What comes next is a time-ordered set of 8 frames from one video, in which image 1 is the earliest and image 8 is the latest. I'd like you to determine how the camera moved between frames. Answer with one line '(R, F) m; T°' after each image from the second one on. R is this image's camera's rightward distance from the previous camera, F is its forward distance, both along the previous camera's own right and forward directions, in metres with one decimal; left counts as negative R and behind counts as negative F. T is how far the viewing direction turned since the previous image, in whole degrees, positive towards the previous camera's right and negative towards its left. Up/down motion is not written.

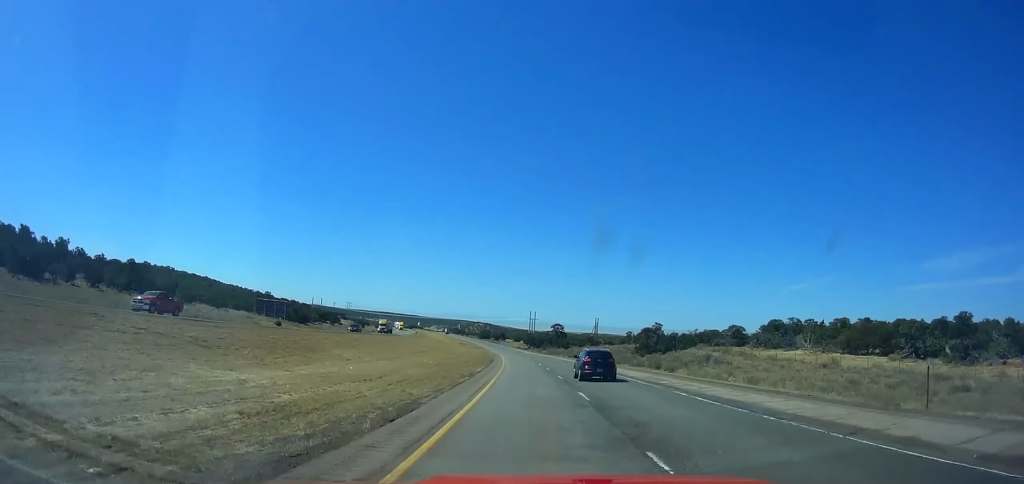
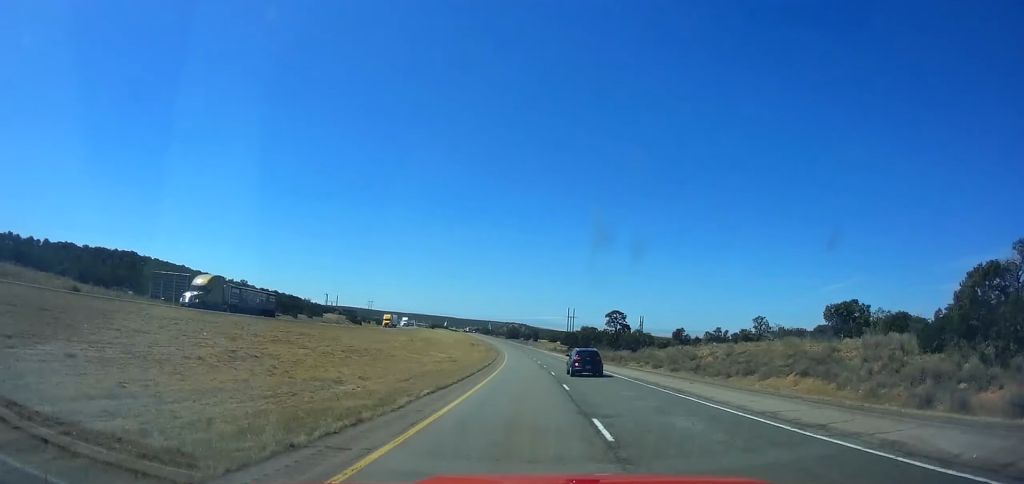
(-1.8, +68.5) m; -3°
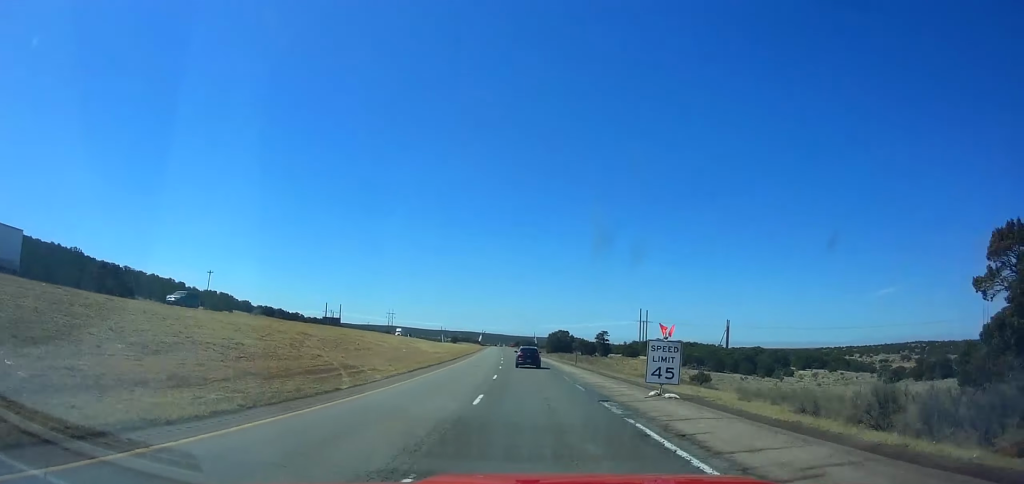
(-6.0, +138.8) m; -6°
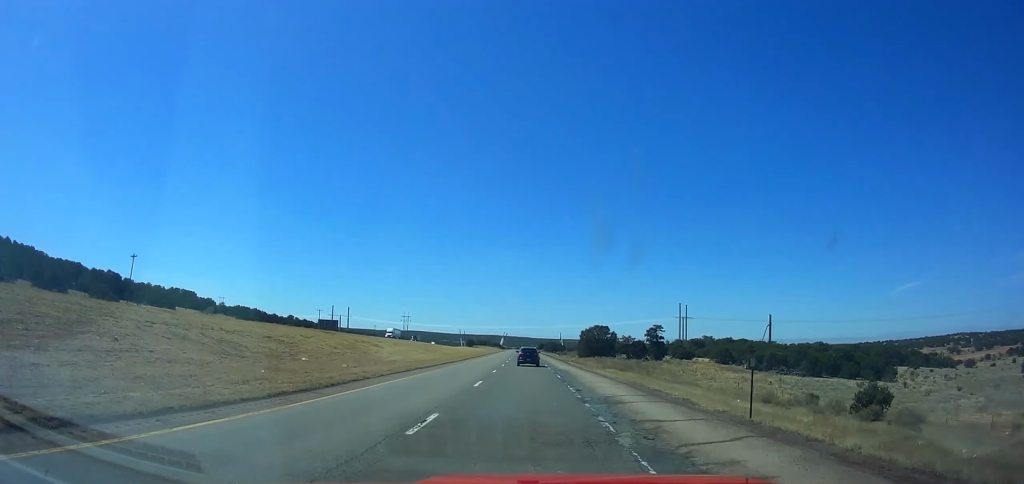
(-1.4, +42.3) m; -2°
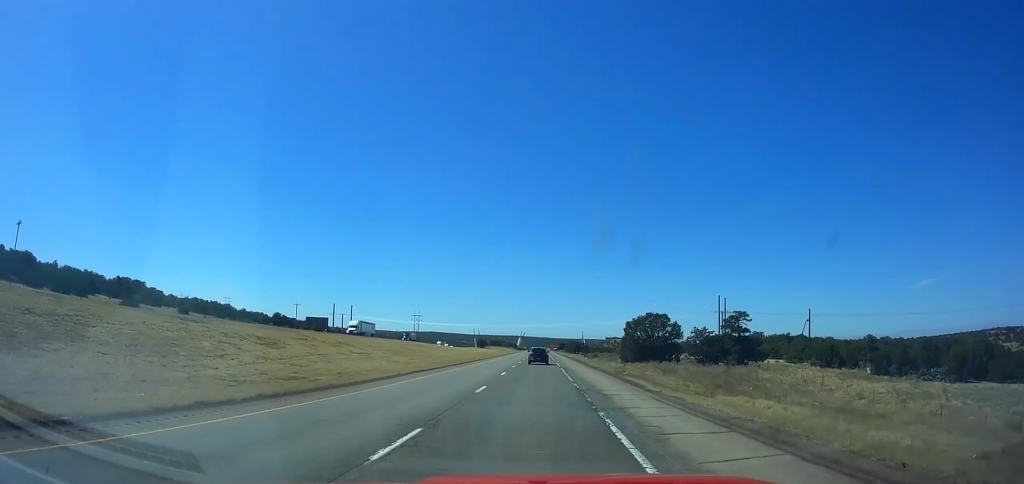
(-1.3, +39.1) m; -2°
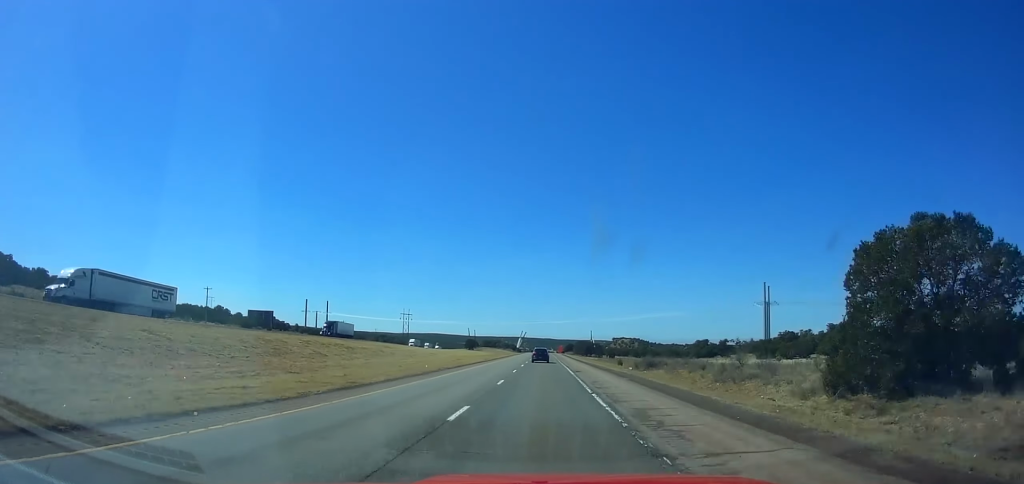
(-1.1, +56.1) m; -1°
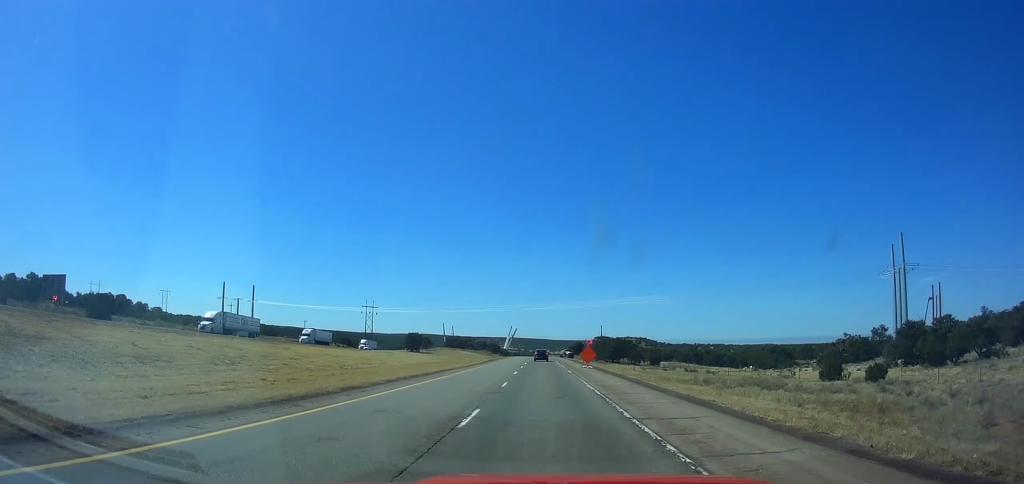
(-0.9, +97.9) m; -1°
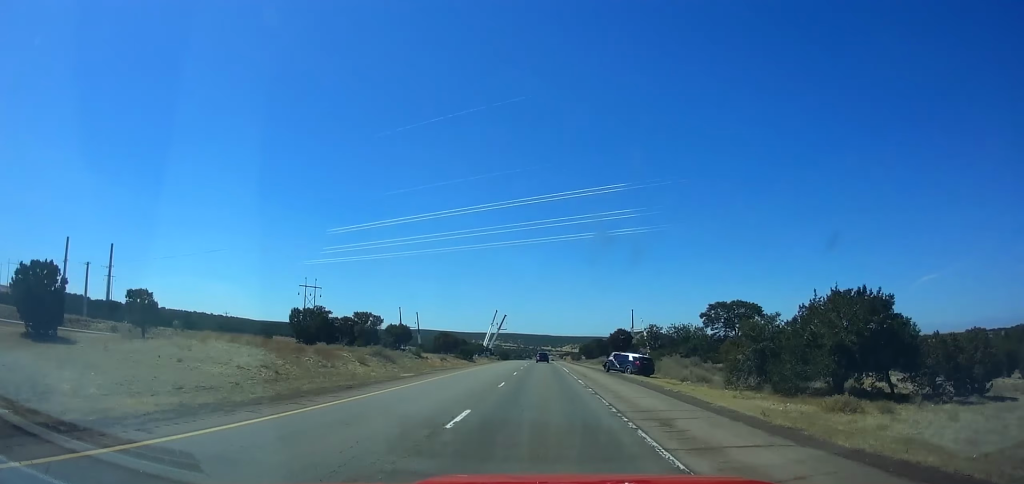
(-0.5, +110.7) m; 0°
